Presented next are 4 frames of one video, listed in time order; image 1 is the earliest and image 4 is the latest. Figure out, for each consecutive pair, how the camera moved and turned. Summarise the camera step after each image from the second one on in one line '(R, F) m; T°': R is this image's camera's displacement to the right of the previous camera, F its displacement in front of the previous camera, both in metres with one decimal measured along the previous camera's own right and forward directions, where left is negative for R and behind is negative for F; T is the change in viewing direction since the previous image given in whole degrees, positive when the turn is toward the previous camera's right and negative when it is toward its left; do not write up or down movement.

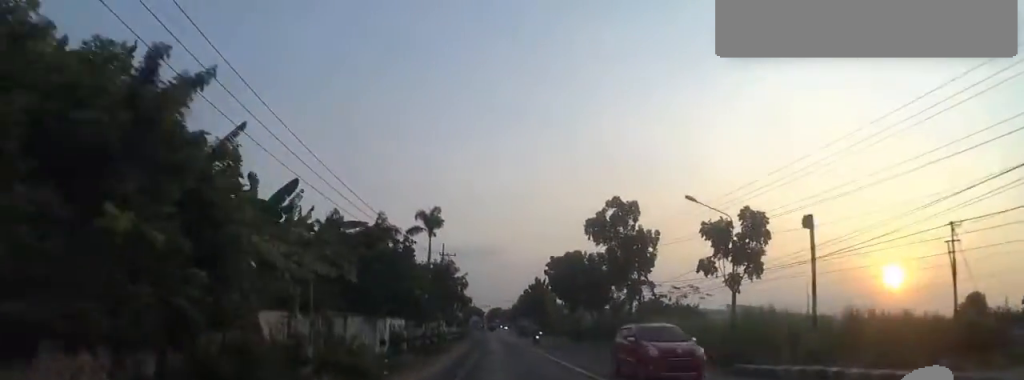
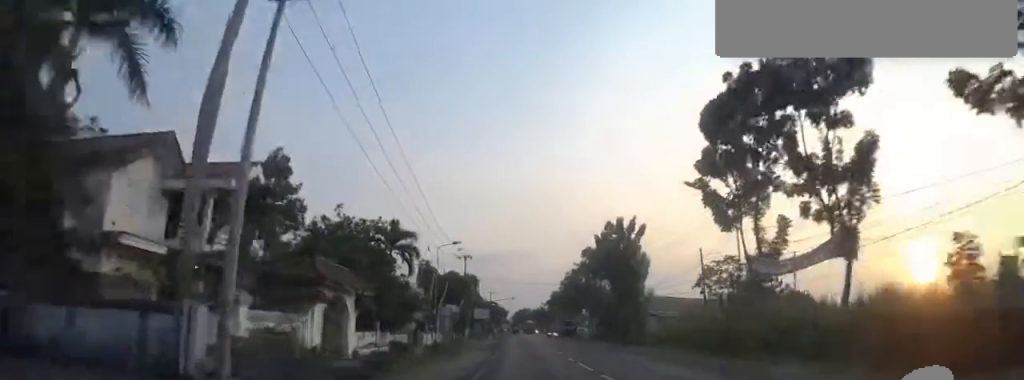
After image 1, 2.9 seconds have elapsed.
(-4.0, +47.1) m; -4°
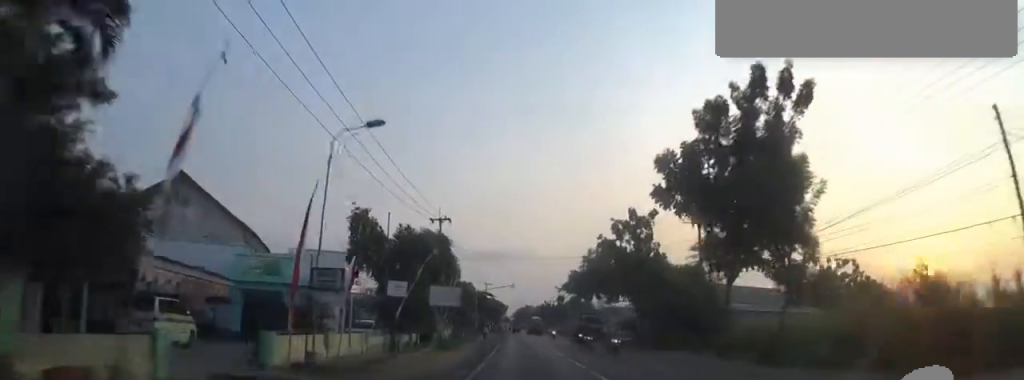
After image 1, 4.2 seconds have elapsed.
(0.0, +23.1) m; 0°
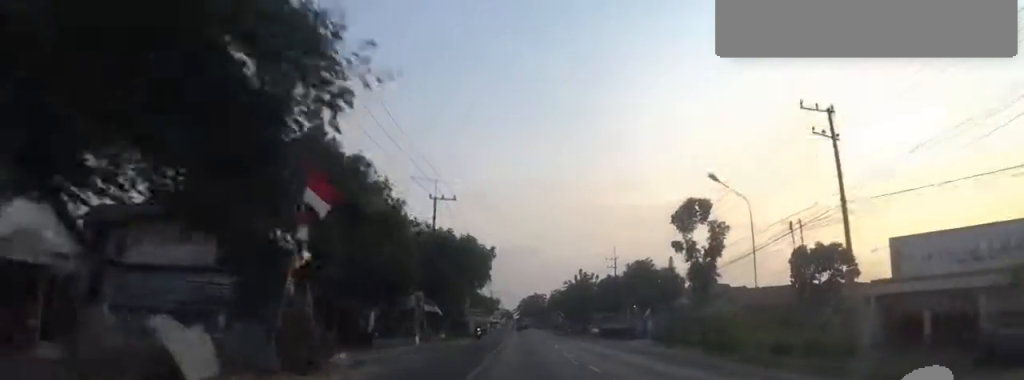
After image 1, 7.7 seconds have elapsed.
(+1.2, +71.8) m; -1°
